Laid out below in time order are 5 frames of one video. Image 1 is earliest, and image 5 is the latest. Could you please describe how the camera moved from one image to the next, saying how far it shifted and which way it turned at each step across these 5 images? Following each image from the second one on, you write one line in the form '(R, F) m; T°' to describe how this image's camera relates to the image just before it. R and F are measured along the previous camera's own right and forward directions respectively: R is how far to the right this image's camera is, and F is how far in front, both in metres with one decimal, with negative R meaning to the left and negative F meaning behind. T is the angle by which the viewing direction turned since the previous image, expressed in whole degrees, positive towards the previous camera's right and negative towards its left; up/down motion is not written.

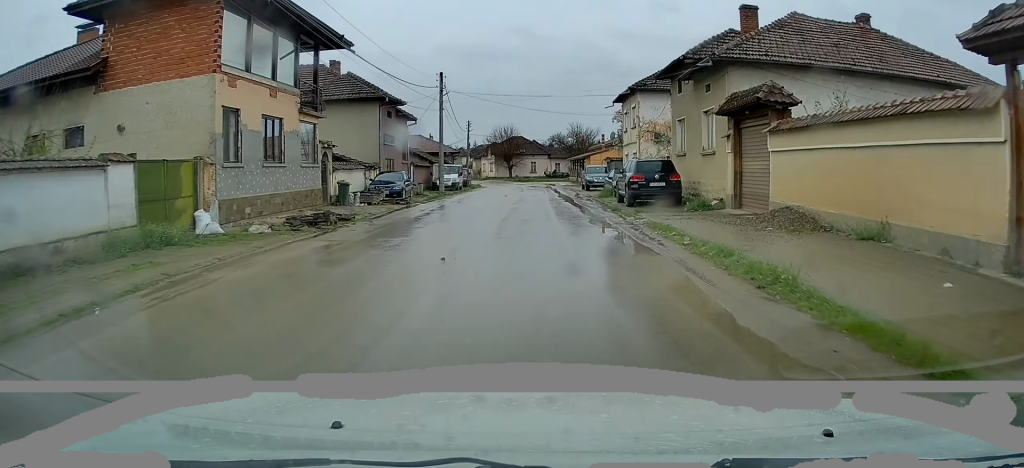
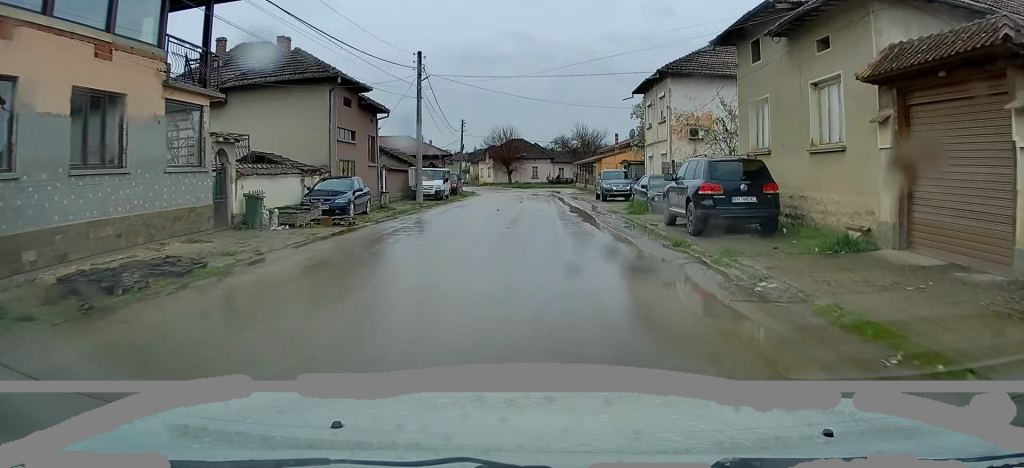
(+0.1, +9.2) m; 0°
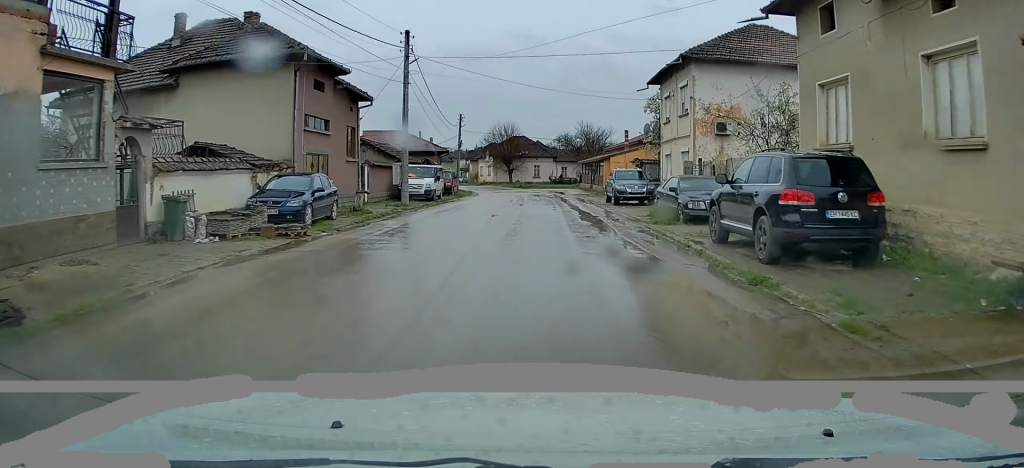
(0.0, +4.3) m; 0°
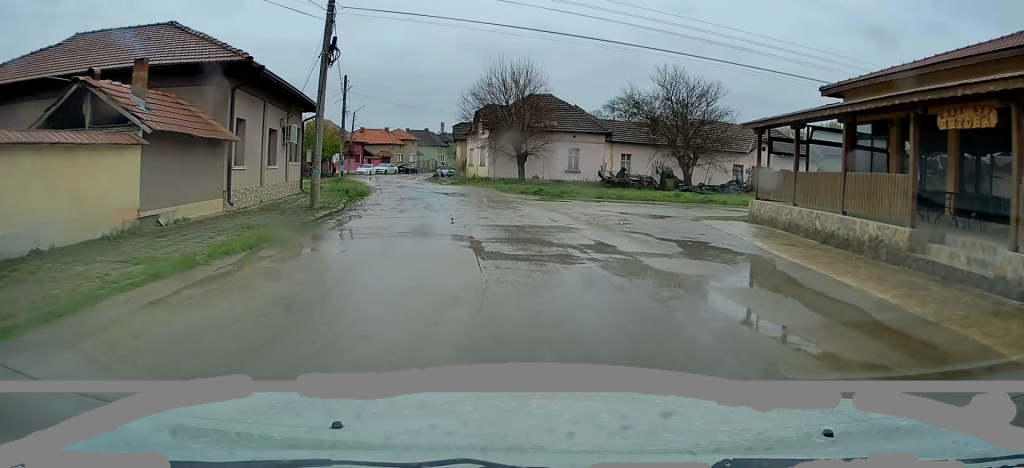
(+0.2, +48.9) m; -2°
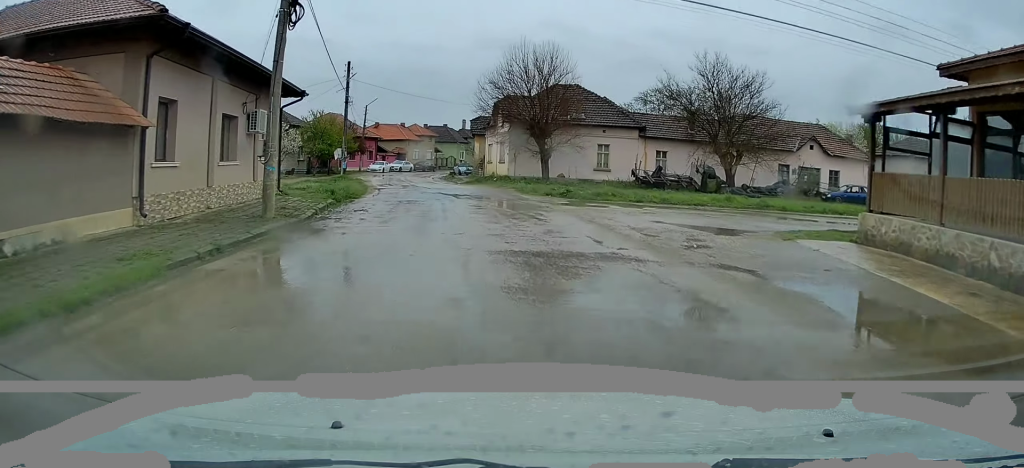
(-0.1, +5.3) m; -2°
